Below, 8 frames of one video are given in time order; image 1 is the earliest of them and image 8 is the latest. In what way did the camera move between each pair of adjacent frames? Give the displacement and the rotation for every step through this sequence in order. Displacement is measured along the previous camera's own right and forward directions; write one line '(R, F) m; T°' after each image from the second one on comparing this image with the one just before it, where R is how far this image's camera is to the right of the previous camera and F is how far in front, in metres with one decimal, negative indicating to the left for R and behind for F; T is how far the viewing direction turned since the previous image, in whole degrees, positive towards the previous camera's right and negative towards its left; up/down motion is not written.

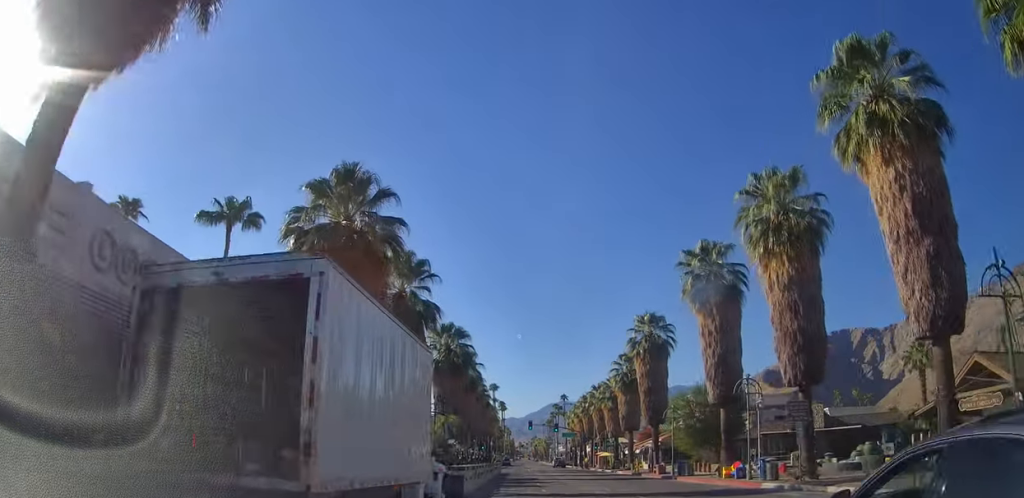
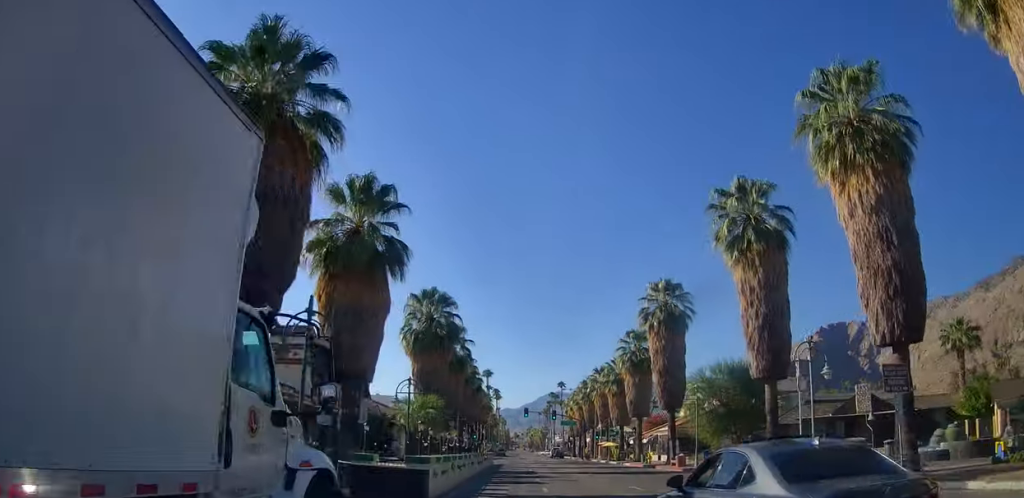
(0.0, +7.8) m; 0°
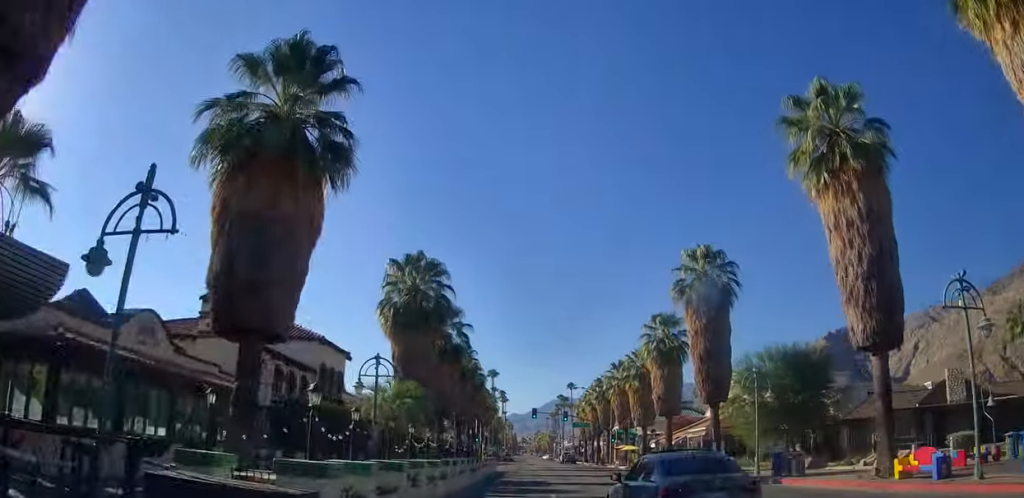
(0.0, +9.2) m; 0°
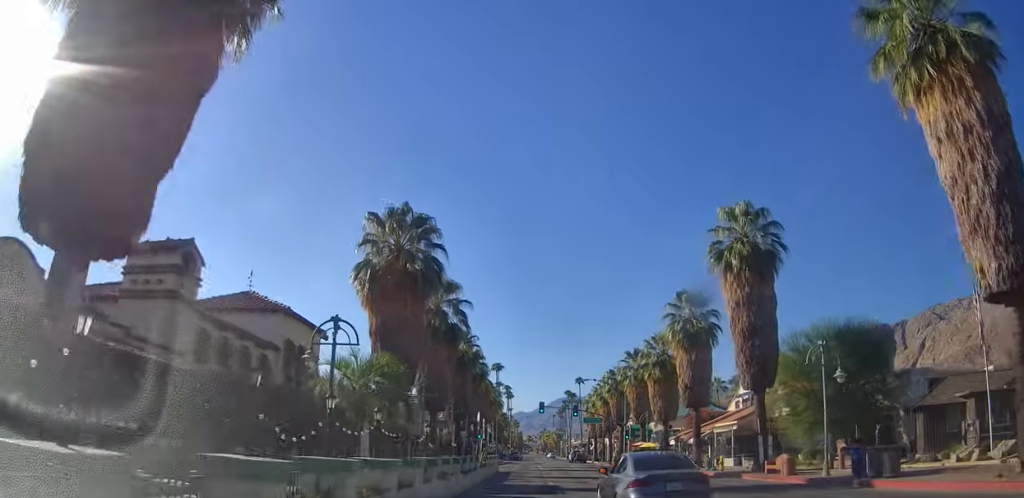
(0.0, +6.5) m; 0°
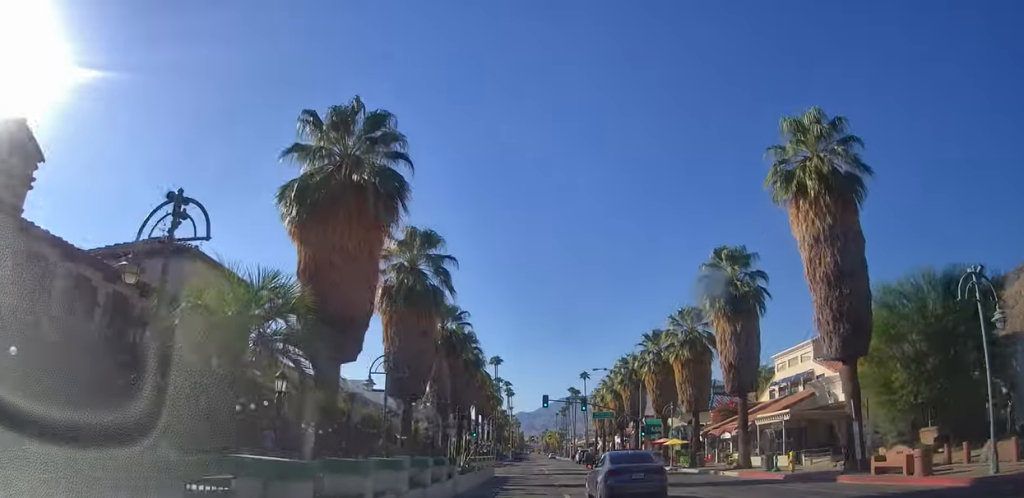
(0.0, +9.5) m; 0°
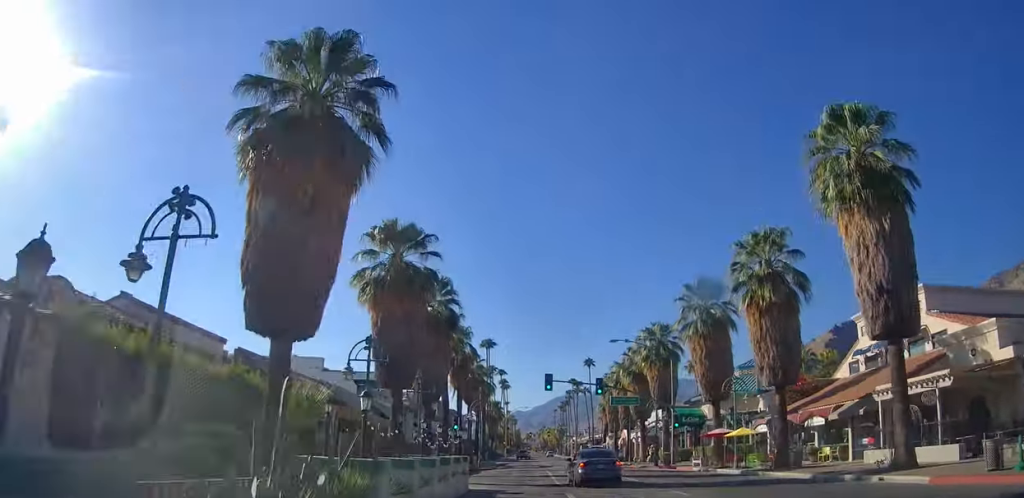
(0.0, +16.5) m; 0°
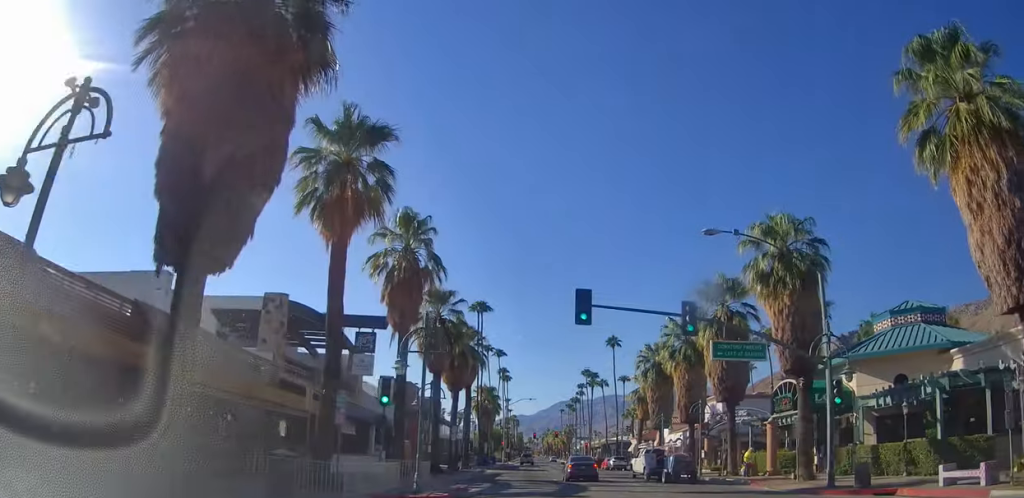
(0.0, +27.2) m; 0°
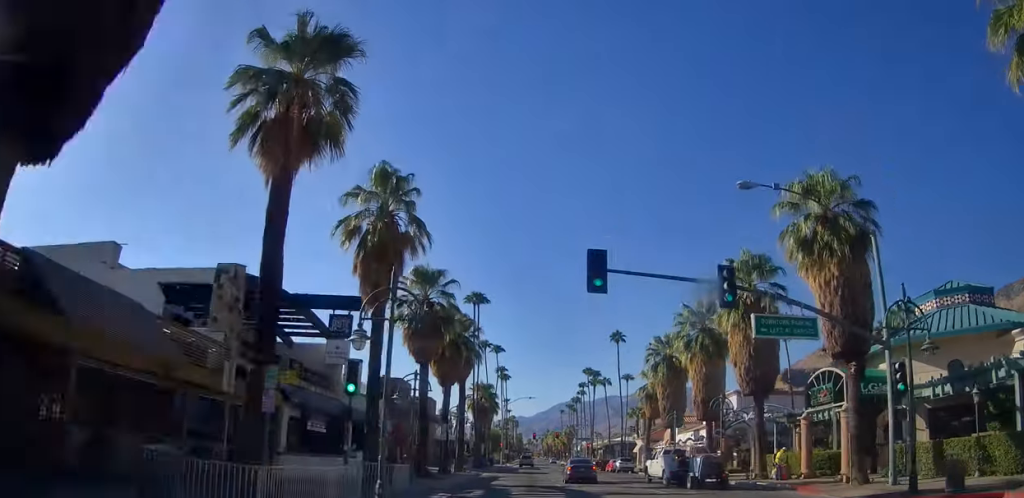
(0.0, +4.8) m; 0°
